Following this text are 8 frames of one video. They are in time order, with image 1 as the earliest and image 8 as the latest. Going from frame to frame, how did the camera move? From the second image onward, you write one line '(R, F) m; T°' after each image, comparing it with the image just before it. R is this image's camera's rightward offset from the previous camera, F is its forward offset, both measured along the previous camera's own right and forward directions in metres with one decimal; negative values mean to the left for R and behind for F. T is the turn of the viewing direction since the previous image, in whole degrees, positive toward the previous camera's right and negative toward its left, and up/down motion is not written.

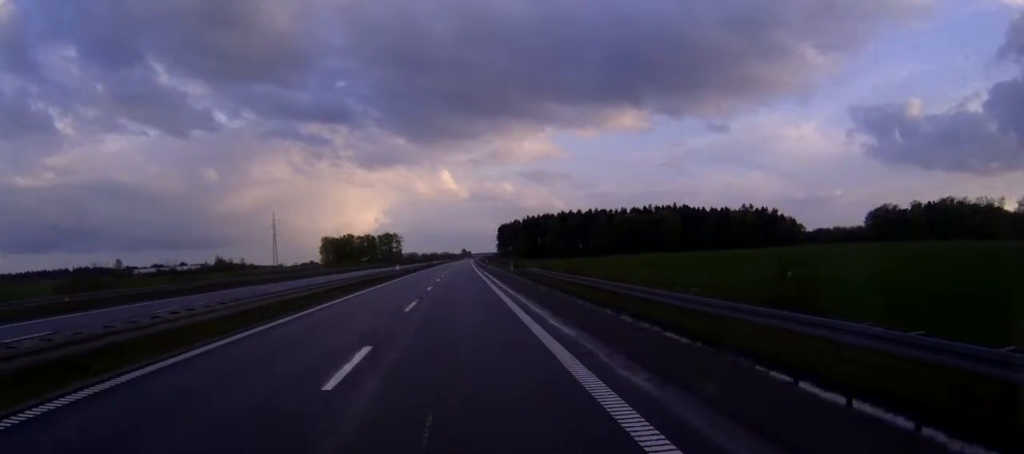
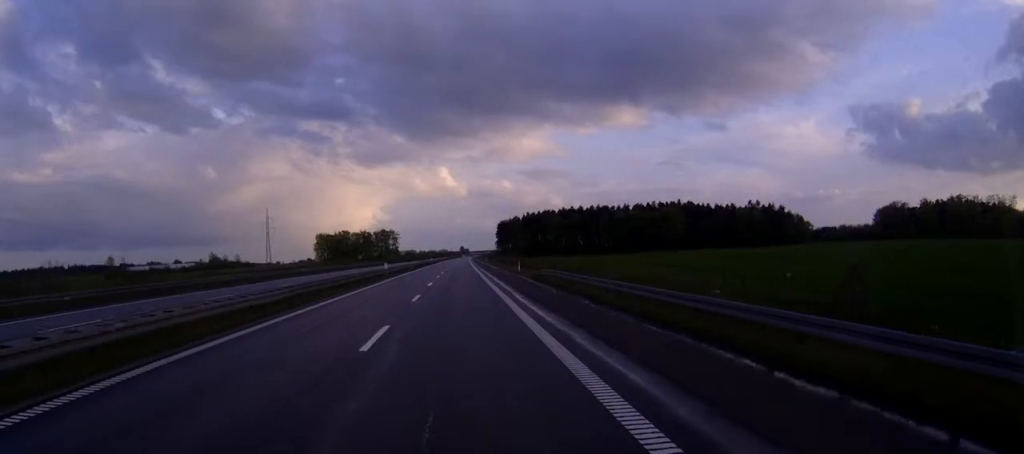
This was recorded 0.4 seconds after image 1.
(0.0, +10.9) m; 0°
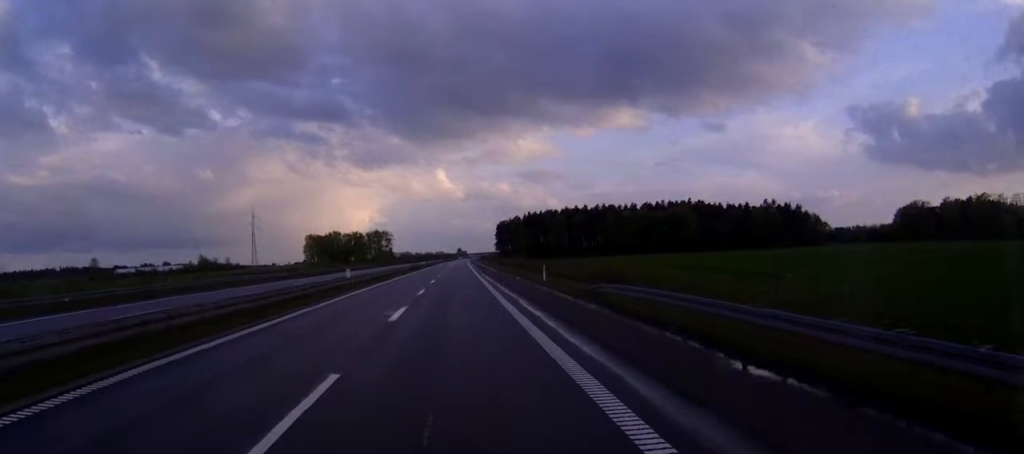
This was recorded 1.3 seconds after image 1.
(0.0, +22.7) m; 0°
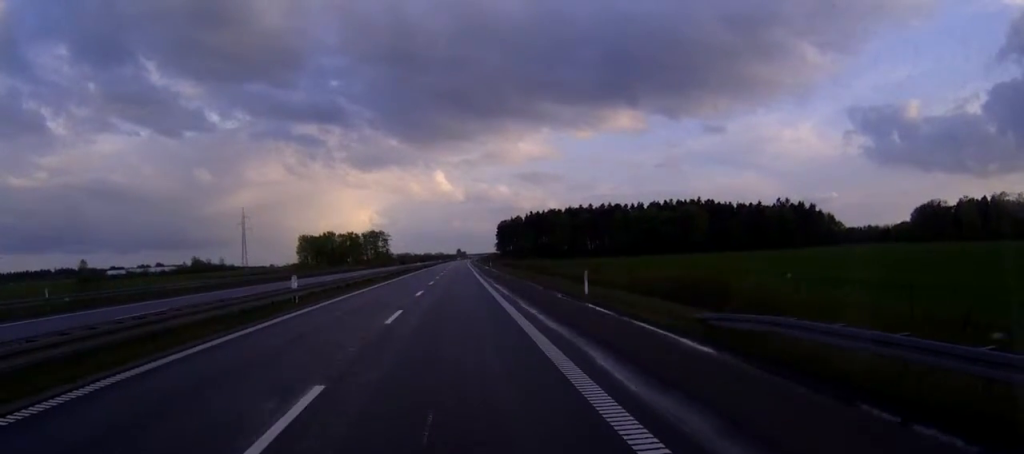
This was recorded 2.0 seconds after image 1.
(0.0, +15.9) m; 0°
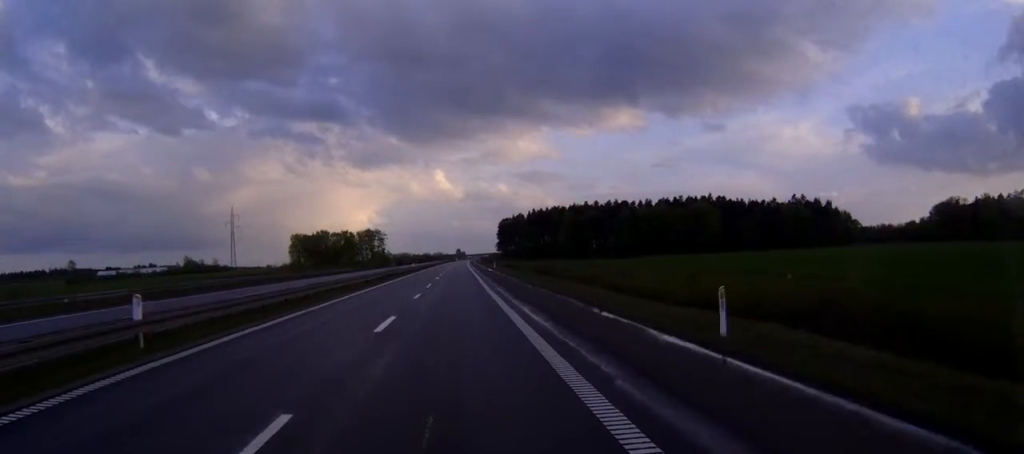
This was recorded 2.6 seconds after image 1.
(0.0, +16.8) m; 0°
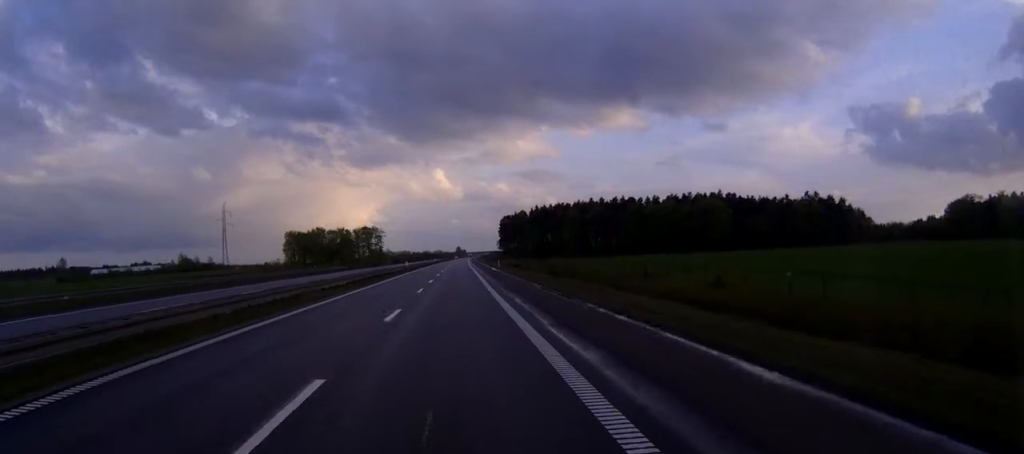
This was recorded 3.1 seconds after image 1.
(0.0, +12.6) m; 0°
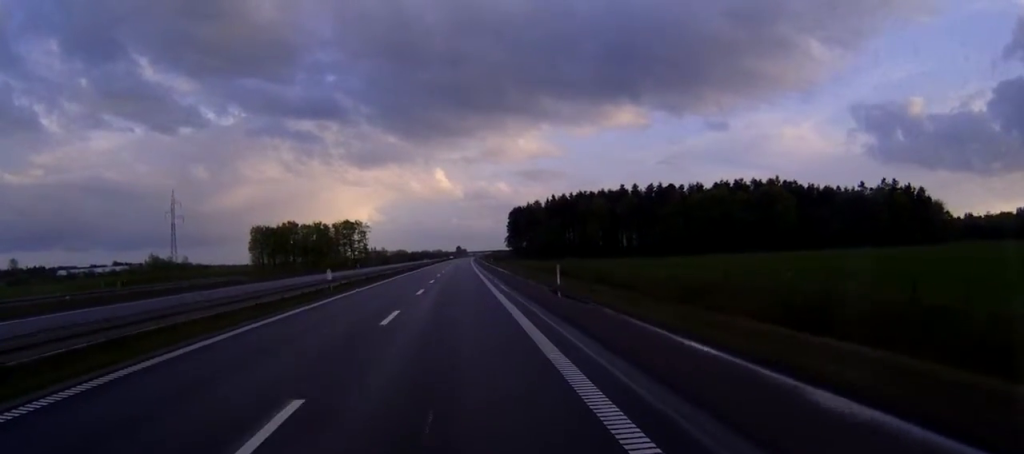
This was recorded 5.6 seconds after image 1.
(+0.5, +61.3) m; +1°
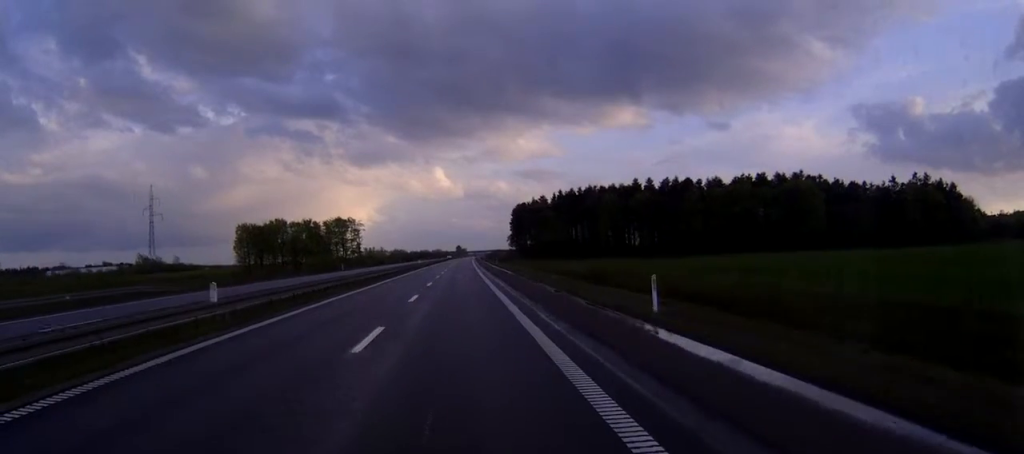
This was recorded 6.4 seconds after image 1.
(-0.1, +20.1) m; 0°
